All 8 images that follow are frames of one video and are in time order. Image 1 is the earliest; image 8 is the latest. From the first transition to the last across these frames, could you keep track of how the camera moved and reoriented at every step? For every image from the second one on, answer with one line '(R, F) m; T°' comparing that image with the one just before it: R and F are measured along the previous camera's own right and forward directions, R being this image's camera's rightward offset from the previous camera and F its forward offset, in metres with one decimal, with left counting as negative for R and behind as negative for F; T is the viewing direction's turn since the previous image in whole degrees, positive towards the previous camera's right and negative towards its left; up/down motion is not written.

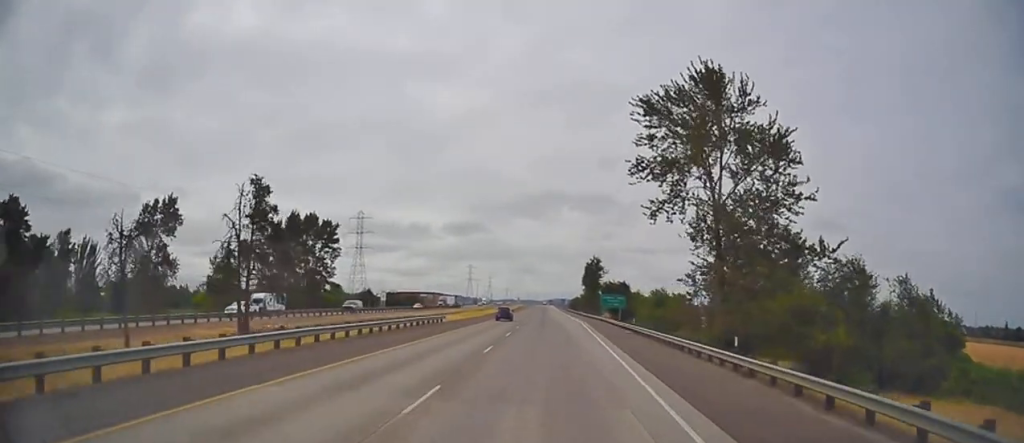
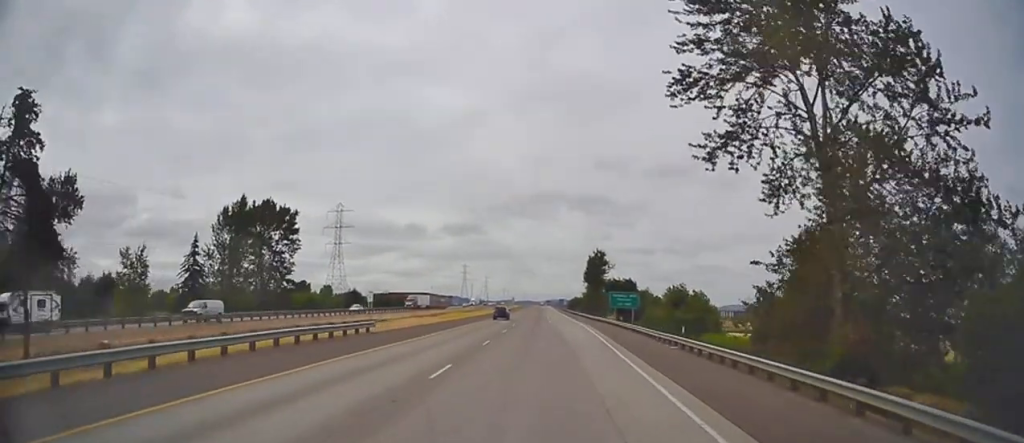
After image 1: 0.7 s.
(+0.2, +19.8) m; 0°
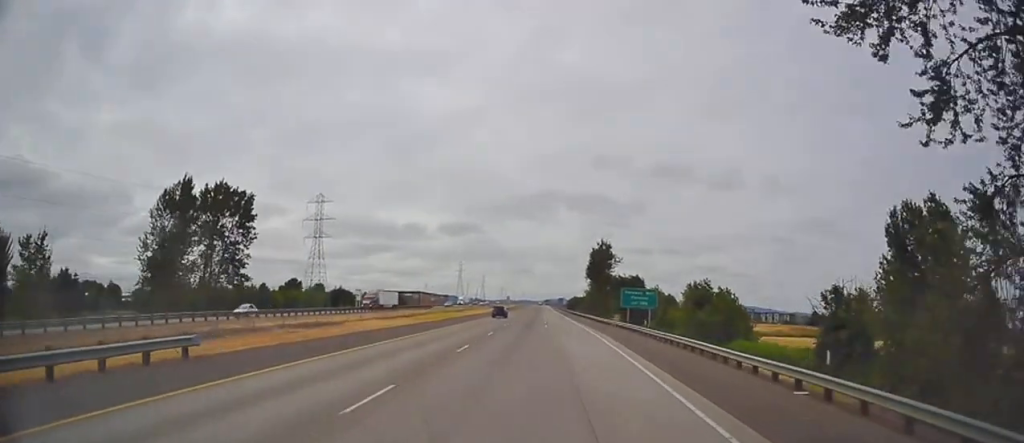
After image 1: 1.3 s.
(+0.4, +16.1) m; 0°
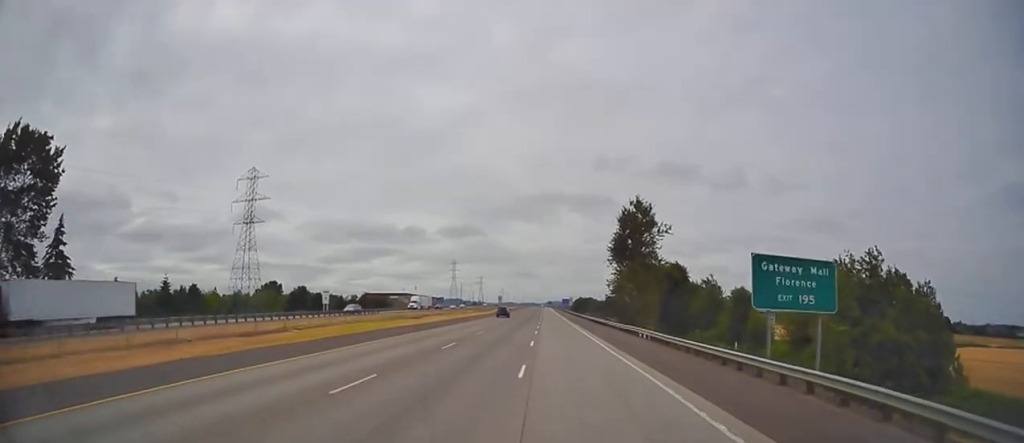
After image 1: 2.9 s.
(-1.1, +47.0) m; -1°
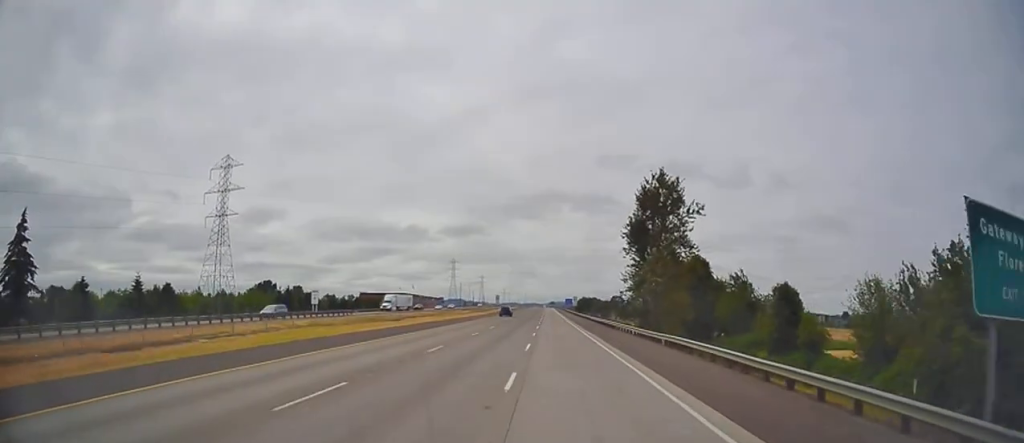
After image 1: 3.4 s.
(0.0, +14.0) m; 0°
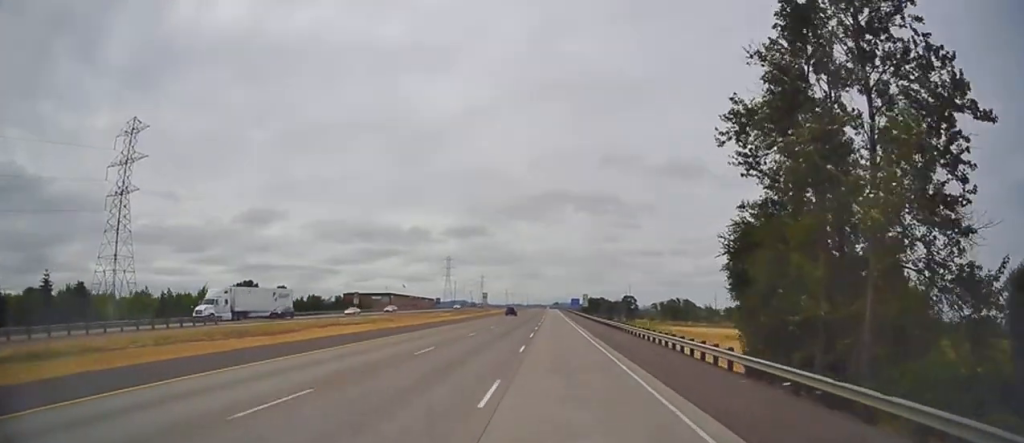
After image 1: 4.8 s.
(0.0, +37.4) m; 0°
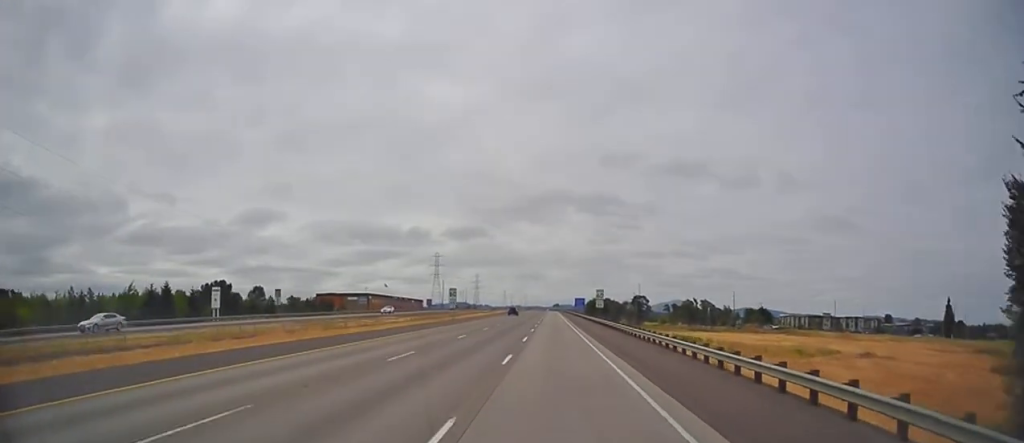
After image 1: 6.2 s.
(0.0, +40.0) m; 0°
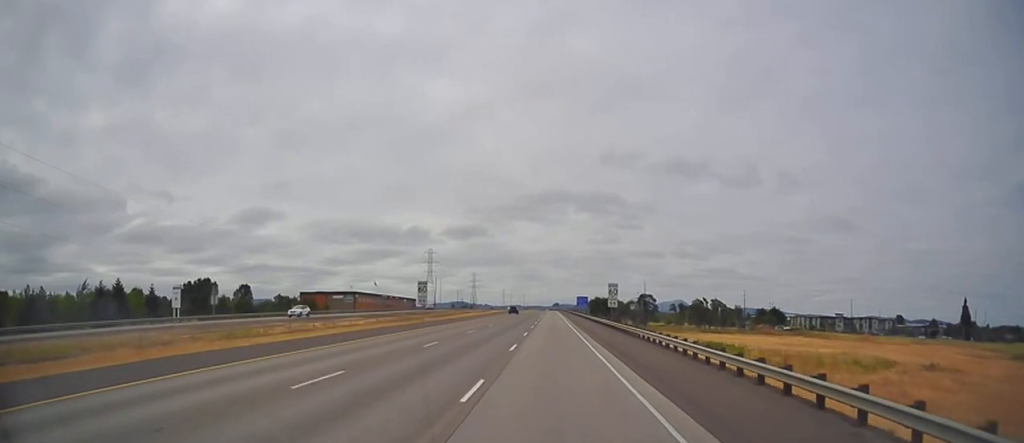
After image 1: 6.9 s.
(0.0, +19.5) m; 0°
